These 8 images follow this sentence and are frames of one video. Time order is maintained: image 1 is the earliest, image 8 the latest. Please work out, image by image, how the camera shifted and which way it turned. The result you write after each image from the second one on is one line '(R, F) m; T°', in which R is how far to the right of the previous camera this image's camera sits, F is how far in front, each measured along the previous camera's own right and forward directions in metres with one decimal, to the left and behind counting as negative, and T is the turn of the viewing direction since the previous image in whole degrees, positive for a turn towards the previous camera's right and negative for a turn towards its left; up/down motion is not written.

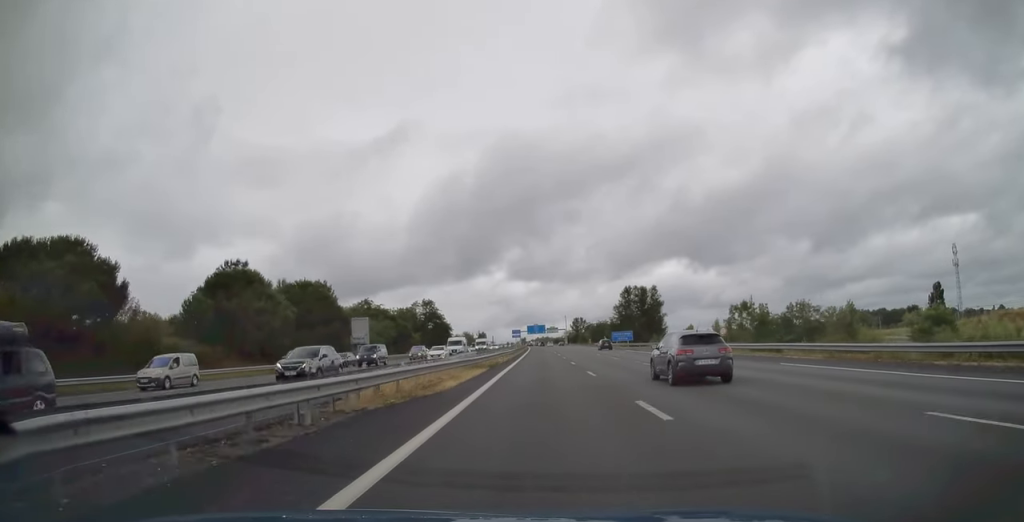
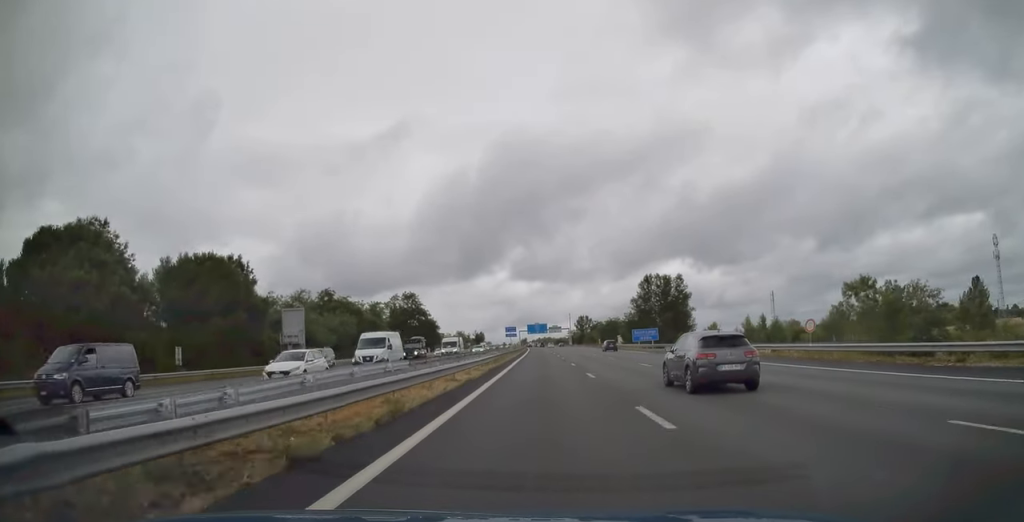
(-0.1, +27.0) m; 0°
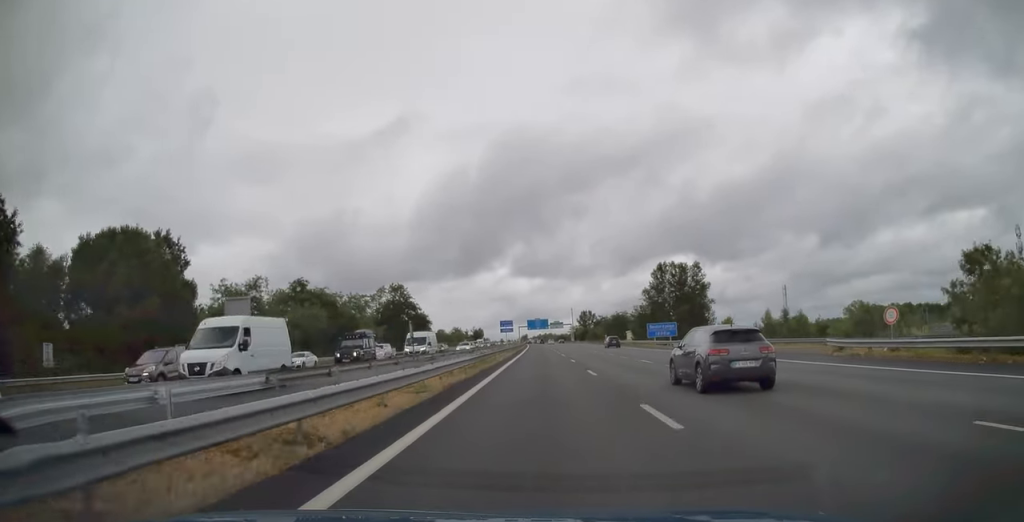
(0.0, +13.7) m; 0°
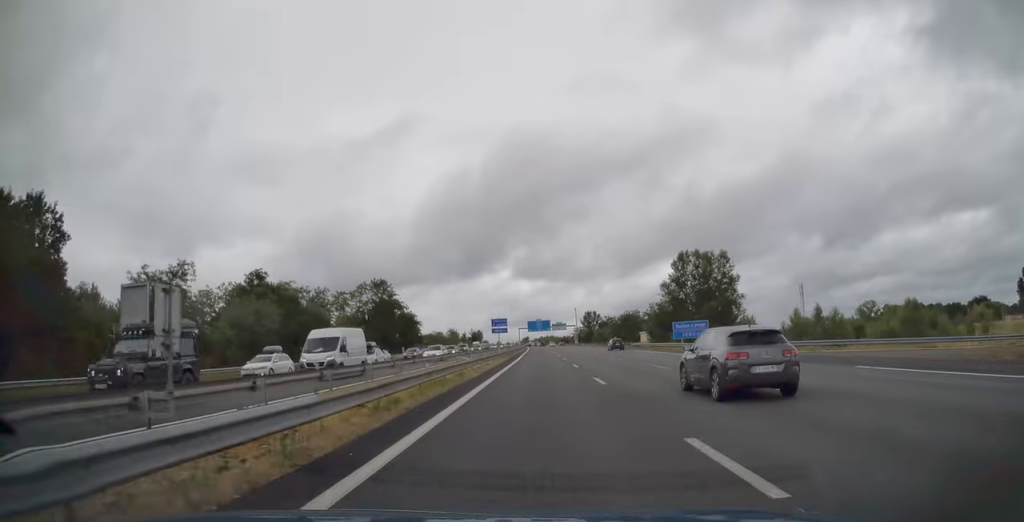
(0.0, +16.4) m; 0°
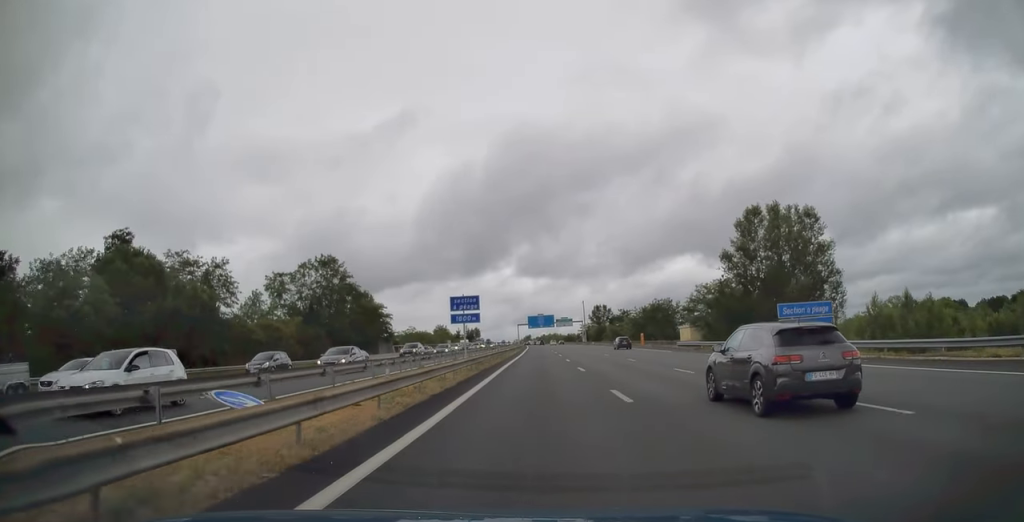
(-0.1, +31.6) m; 0°
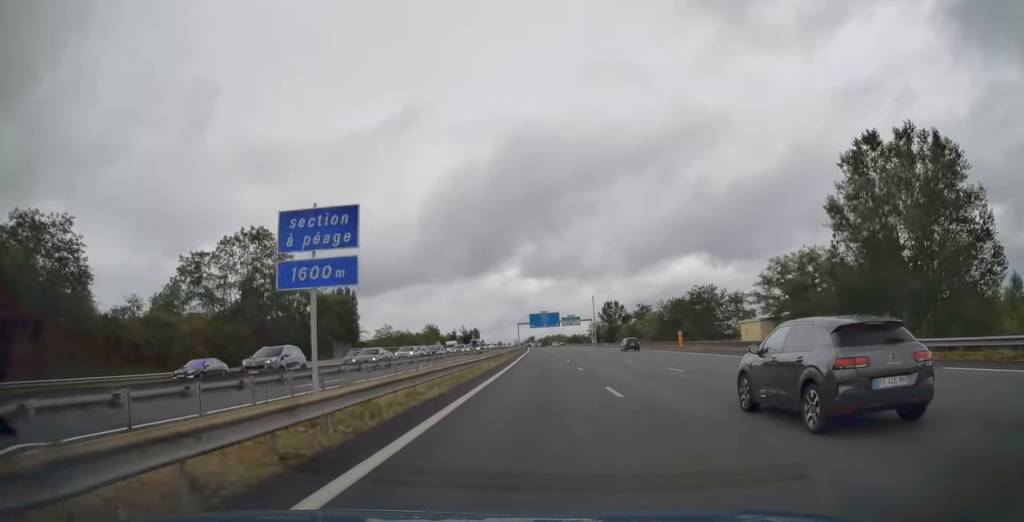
(0.0, +24.8) m; 0°
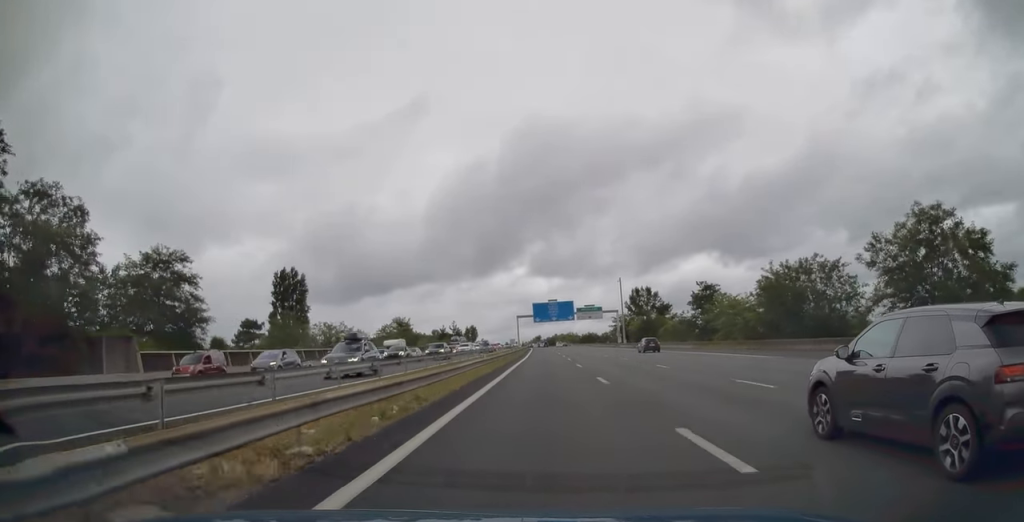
(-0.2, +47.4) m; -1°
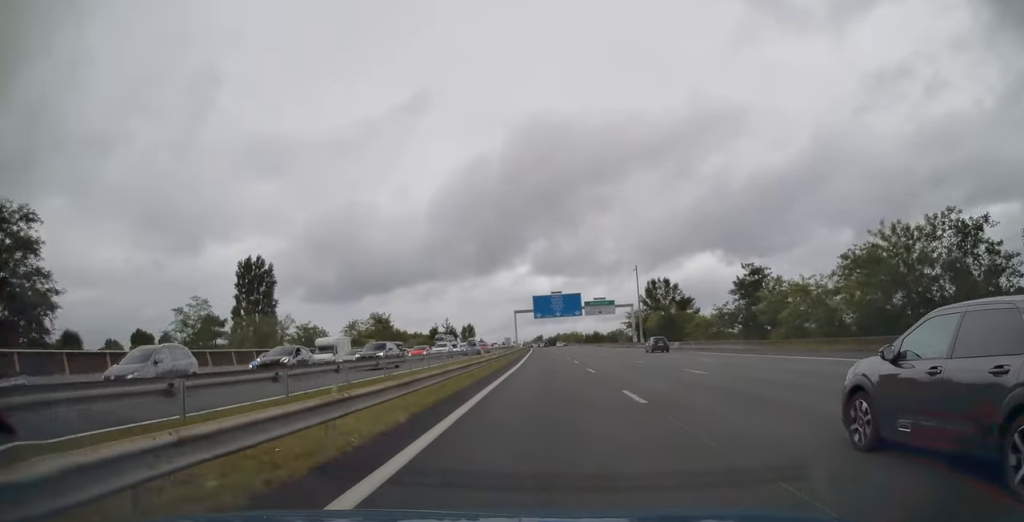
(-0.1, +19.4) m; 0°
